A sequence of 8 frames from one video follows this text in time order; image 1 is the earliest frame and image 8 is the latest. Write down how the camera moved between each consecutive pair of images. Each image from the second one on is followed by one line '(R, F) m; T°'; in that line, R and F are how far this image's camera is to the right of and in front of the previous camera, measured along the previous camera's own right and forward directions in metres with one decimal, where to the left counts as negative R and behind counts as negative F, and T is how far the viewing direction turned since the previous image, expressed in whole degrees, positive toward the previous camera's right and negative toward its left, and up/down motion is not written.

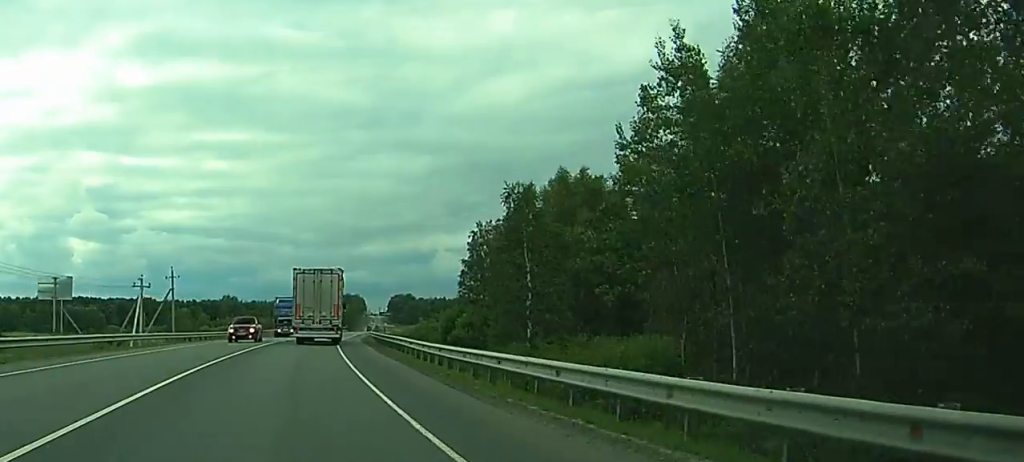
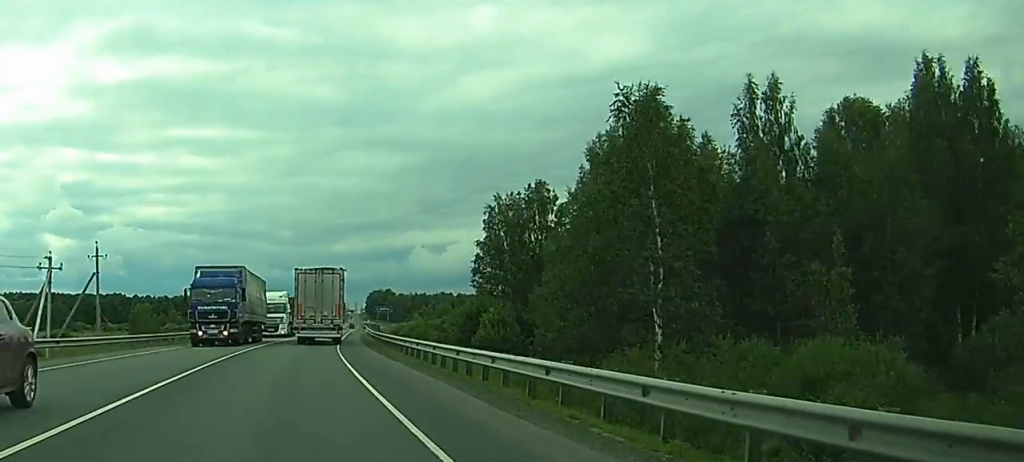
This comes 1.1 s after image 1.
(+0.4, +23.4) m; +1°
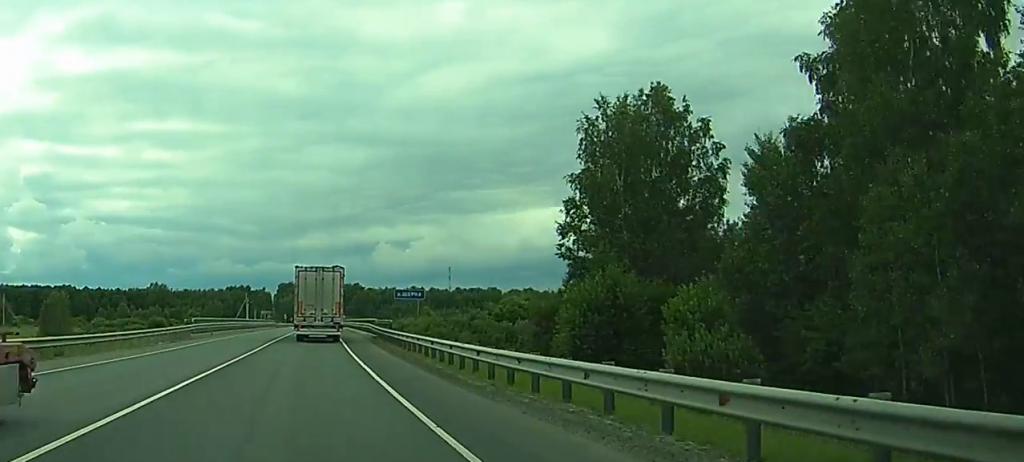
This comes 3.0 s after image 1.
(+0.6, +41.9) m; +2°
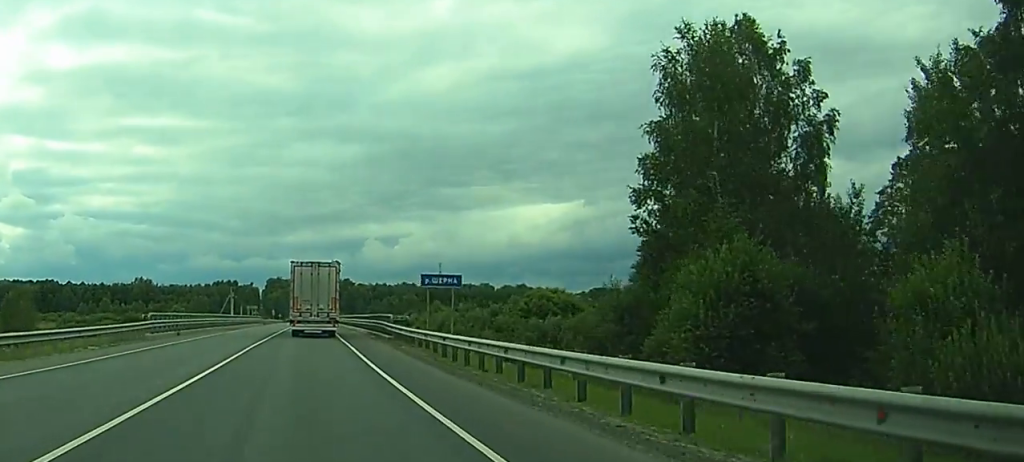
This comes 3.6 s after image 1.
(0.0, +14.1) m; +1°
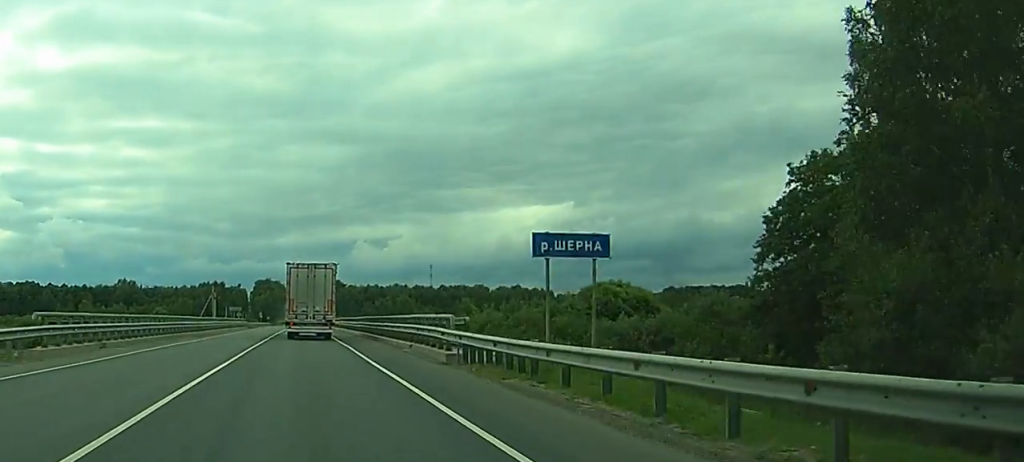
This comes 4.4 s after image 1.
(+0.3, +18.6) m; +2°
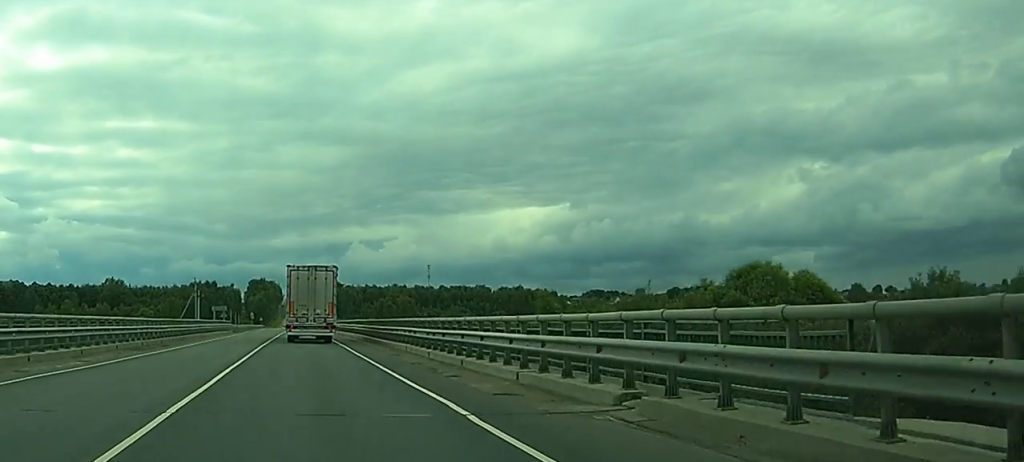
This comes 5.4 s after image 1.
(+0.3, +21.8) m; 0°
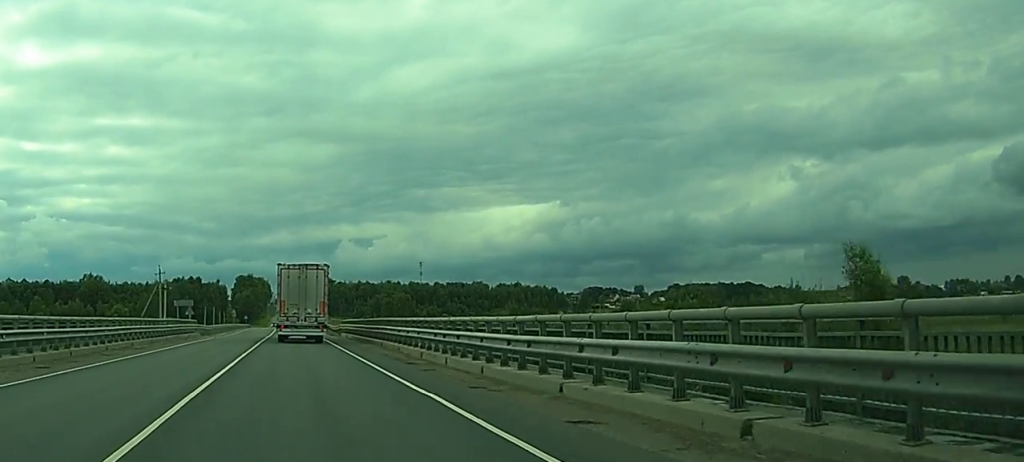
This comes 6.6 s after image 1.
(-0.1, +27.2) m; 0°
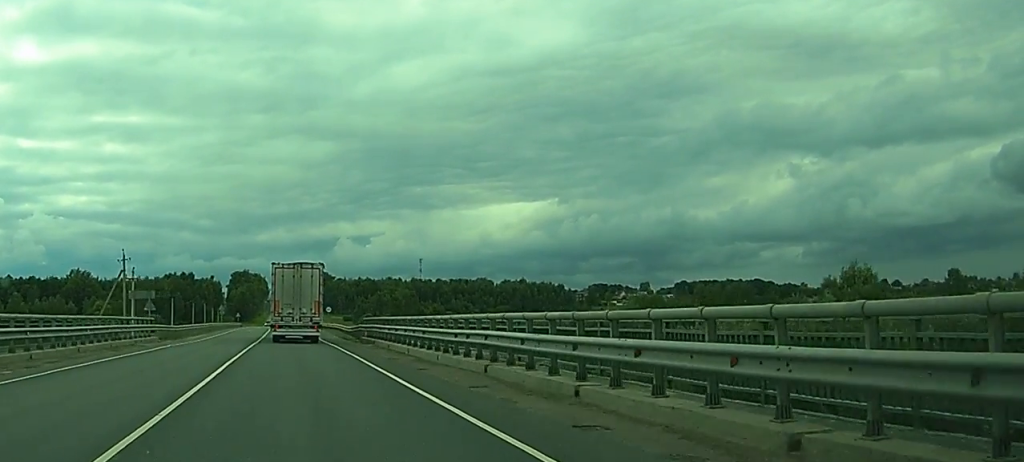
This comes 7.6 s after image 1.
(+0.2, +22.1) m; +1°
